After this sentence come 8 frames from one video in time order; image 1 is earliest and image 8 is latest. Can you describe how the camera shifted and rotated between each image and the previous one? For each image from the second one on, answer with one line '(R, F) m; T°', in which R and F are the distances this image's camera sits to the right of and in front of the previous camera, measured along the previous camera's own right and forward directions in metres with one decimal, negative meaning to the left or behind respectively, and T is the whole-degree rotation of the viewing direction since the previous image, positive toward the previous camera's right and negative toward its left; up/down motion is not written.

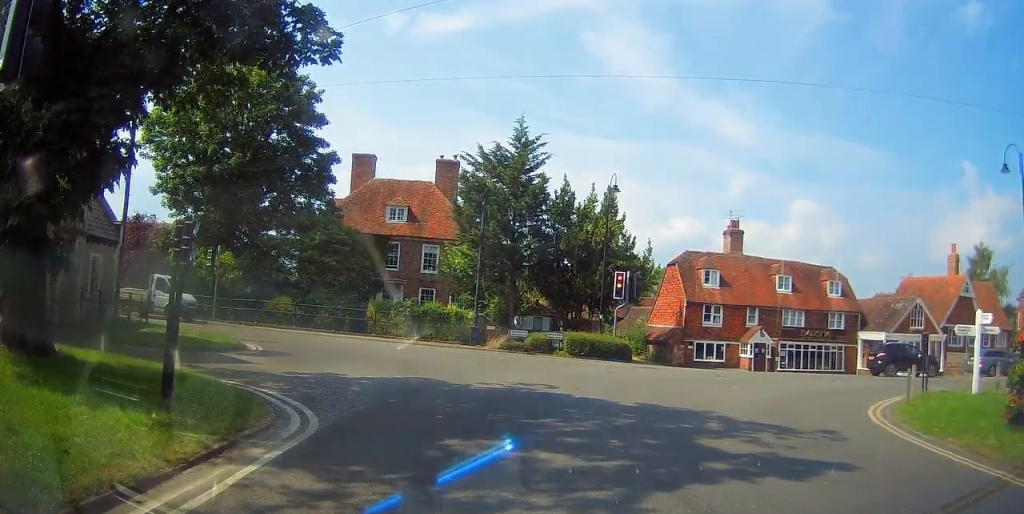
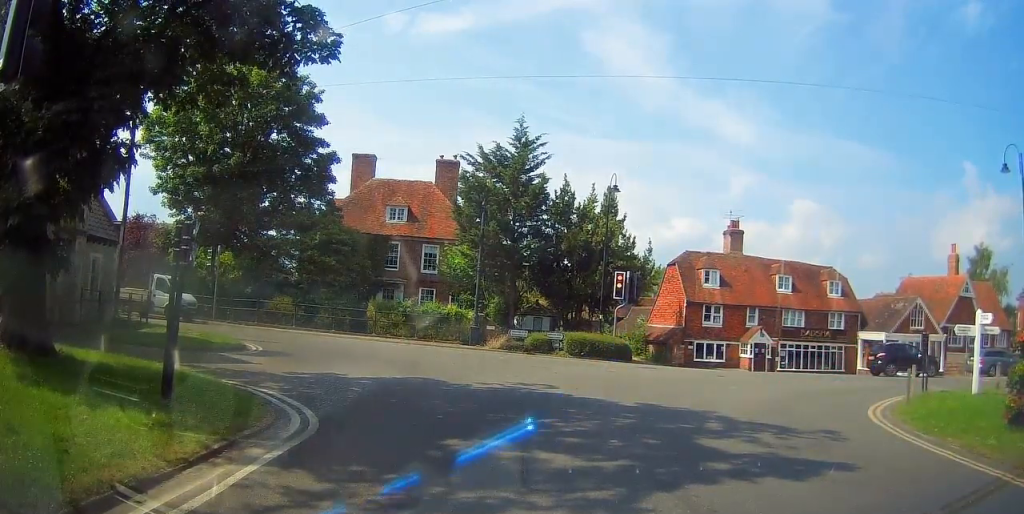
(0.0, 0.0) m; 0°
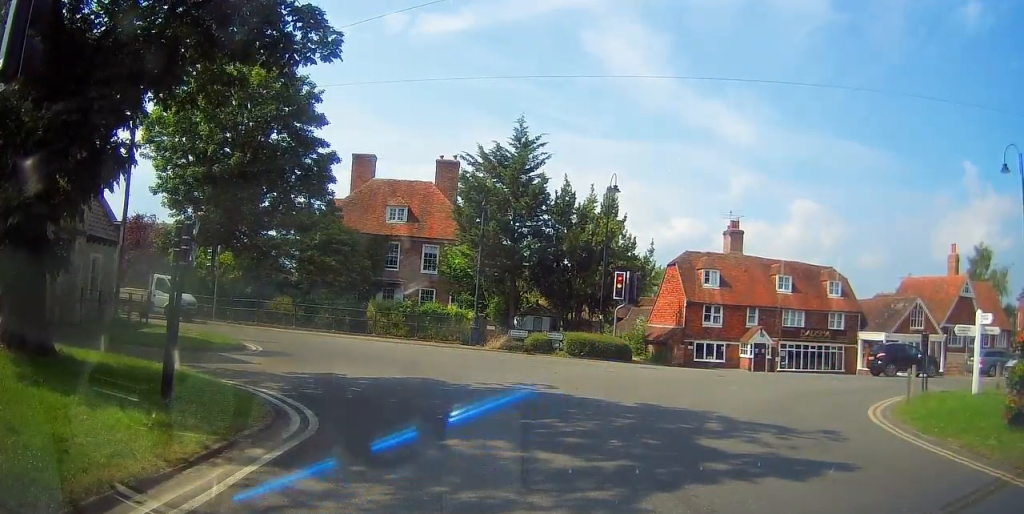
(0.0, 0.0) m; 0°
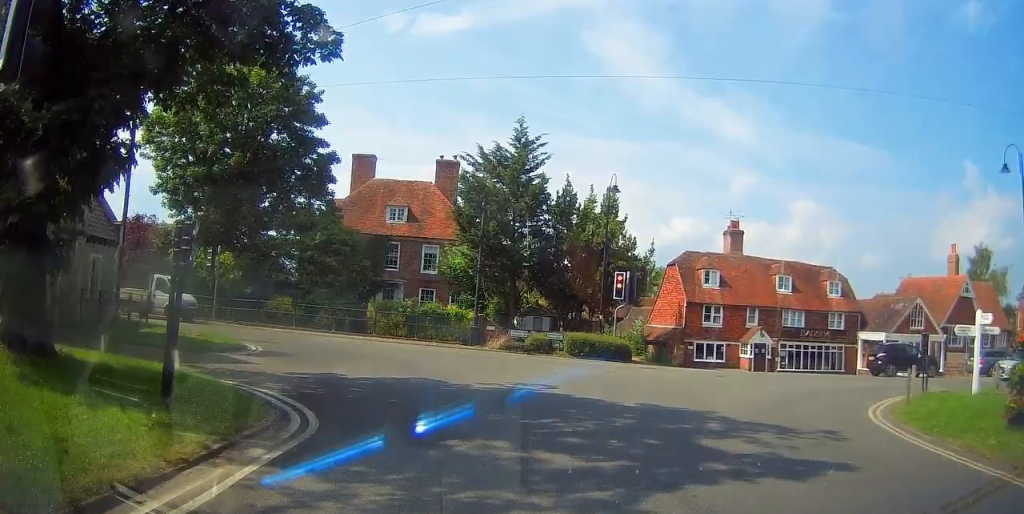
(0.0, 0.0) m; 0°
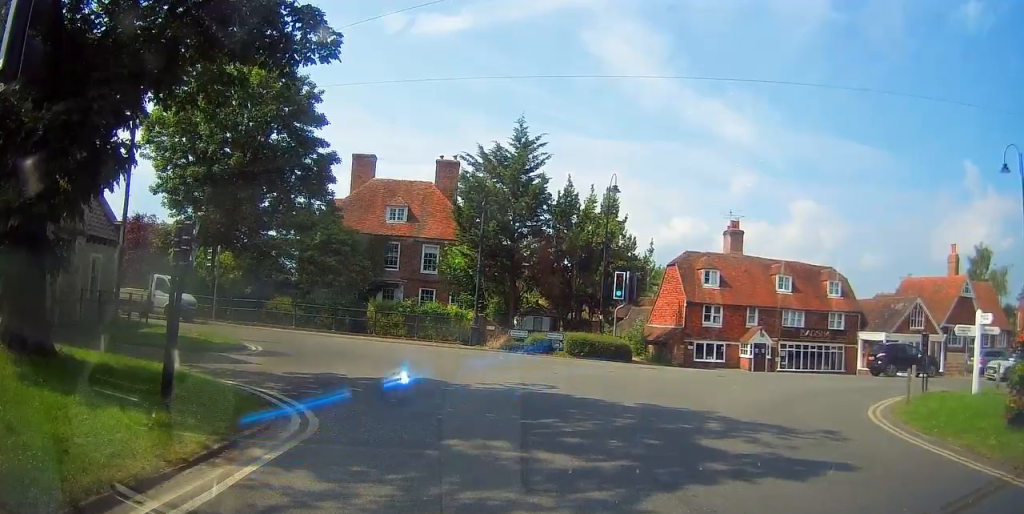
(0.0, +0.1) m; 0°
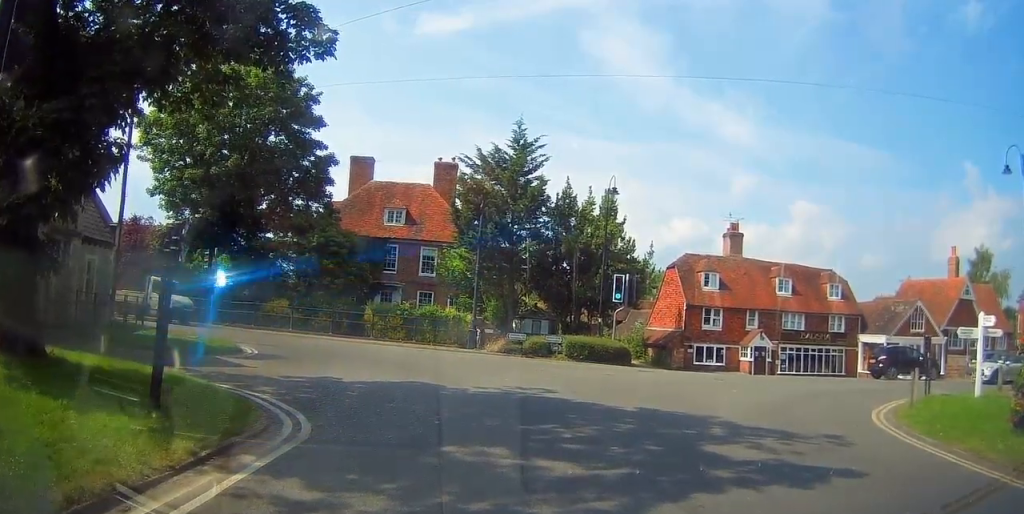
(-0.1, +1.1) m; 0°
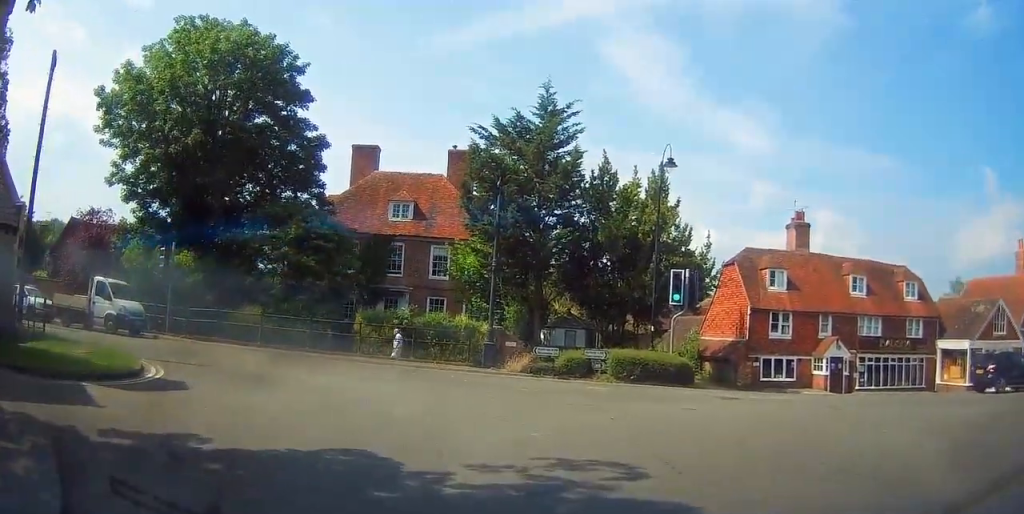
(-0.1, +8.3) m; +3°
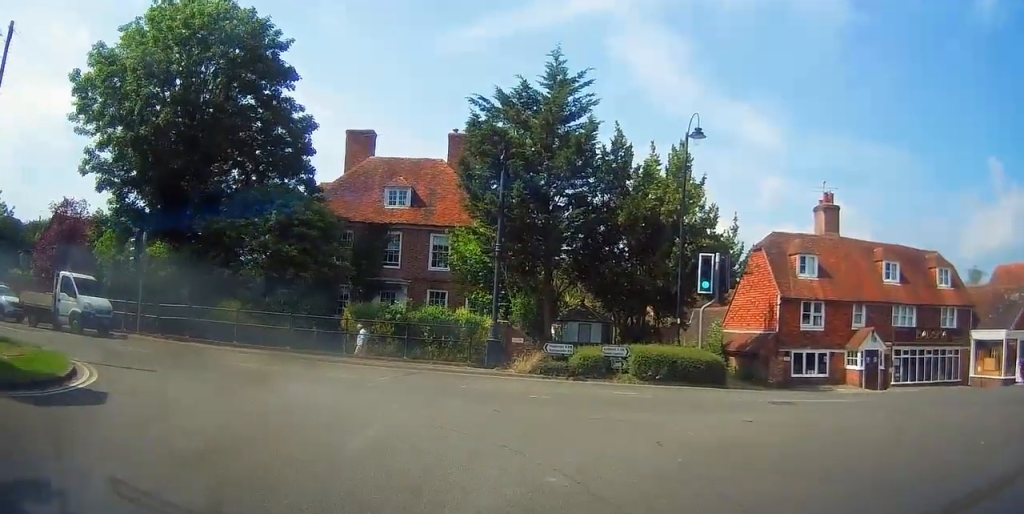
(+0.2, +3.0) m; +4°
